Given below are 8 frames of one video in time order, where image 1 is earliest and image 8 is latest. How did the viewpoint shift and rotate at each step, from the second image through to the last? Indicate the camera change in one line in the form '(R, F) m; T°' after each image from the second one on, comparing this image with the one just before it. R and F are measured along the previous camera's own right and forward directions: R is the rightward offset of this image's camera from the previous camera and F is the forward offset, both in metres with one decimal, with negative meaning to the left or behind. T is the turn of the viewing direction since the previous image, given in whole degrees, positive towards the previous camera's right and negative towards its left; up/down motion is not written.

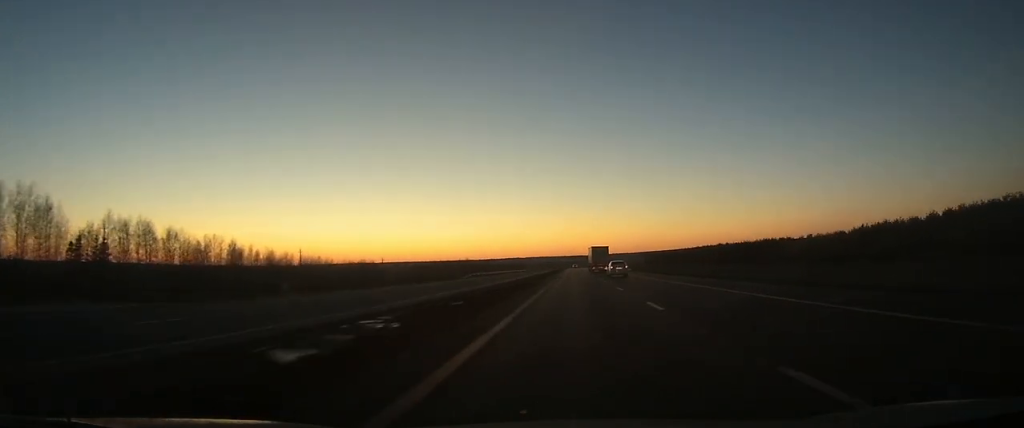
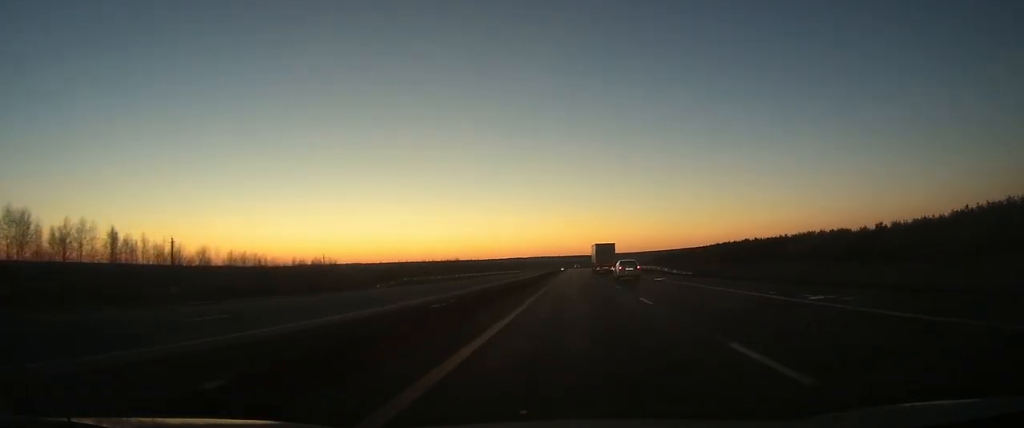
(0.0, +44.8) m; 0°
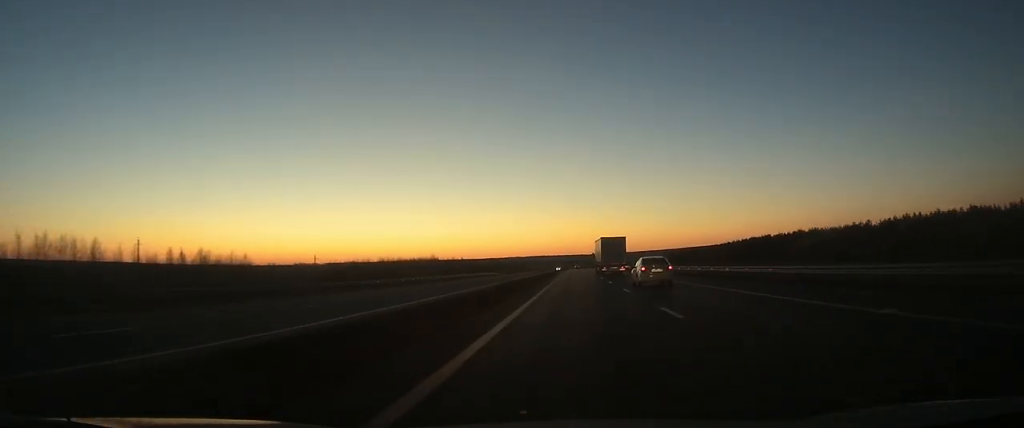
(-0.2, +63.3) m; 0°
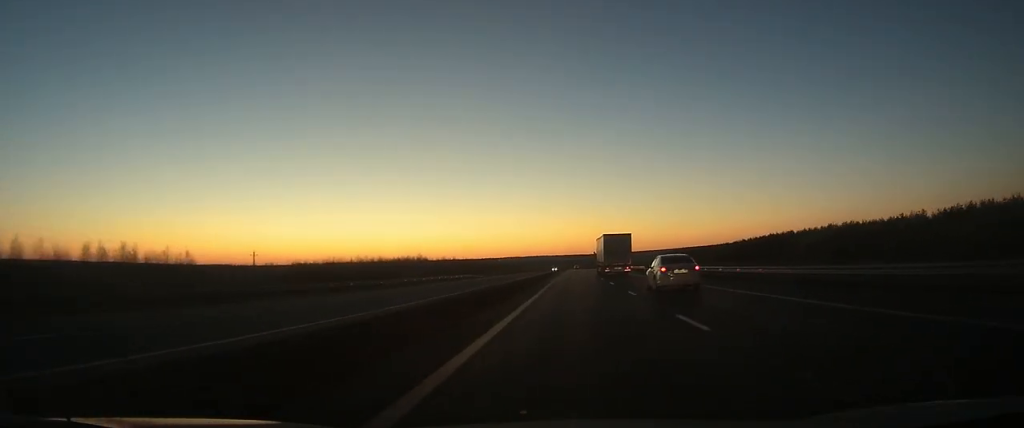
(-0.1, +26.0) m; 0°
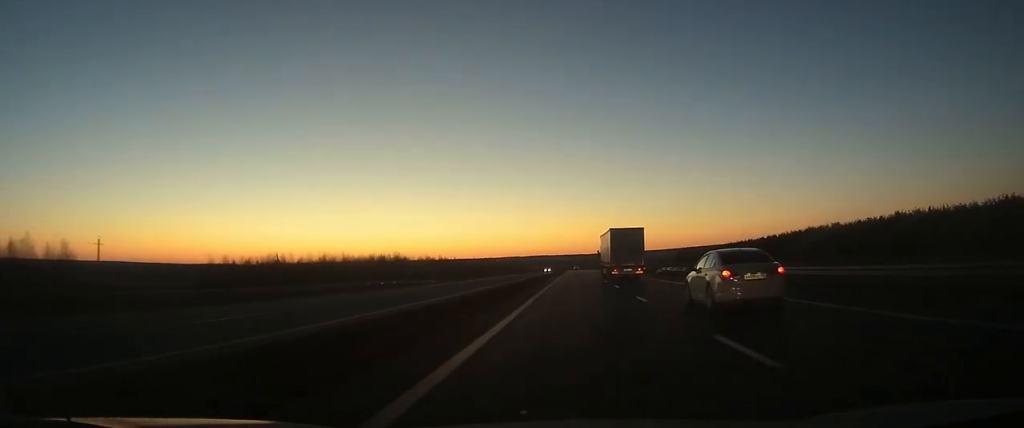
(+0.1, +39.1) m; 0°
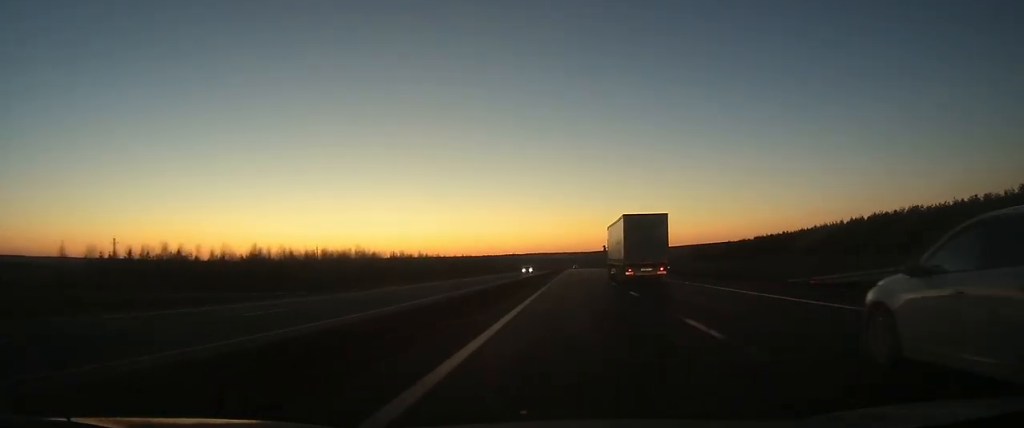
(+0.1, +44.6) m; 0°
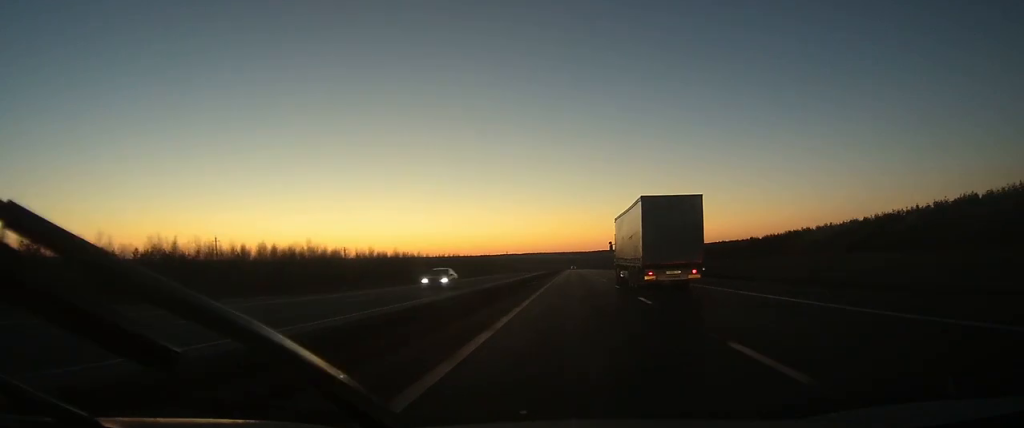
(0.0, +39.1) m; 0°
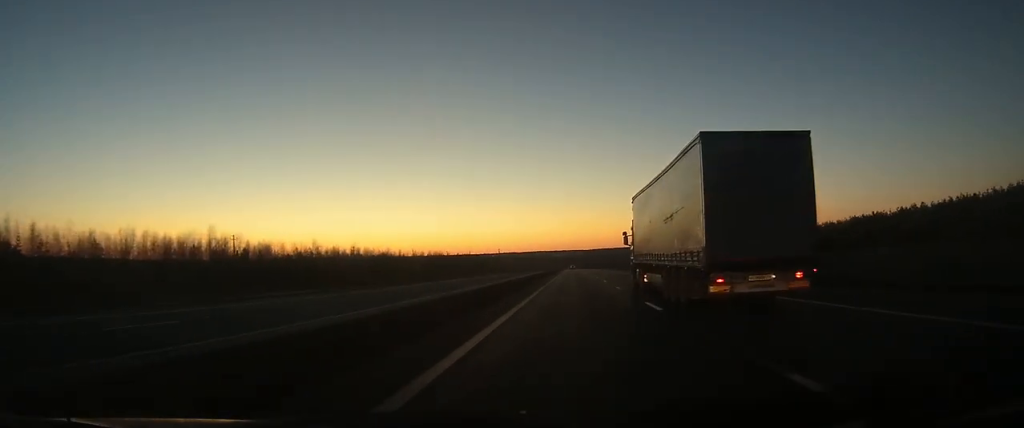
(+0.1, +50.2) m; 0°
